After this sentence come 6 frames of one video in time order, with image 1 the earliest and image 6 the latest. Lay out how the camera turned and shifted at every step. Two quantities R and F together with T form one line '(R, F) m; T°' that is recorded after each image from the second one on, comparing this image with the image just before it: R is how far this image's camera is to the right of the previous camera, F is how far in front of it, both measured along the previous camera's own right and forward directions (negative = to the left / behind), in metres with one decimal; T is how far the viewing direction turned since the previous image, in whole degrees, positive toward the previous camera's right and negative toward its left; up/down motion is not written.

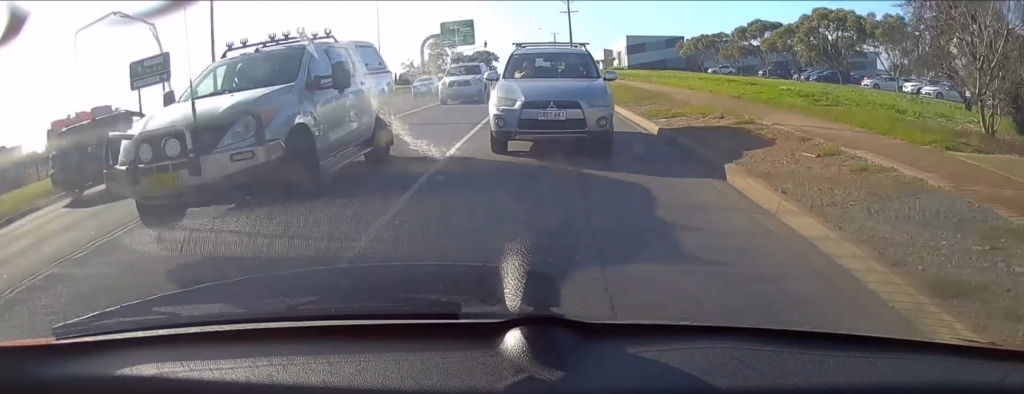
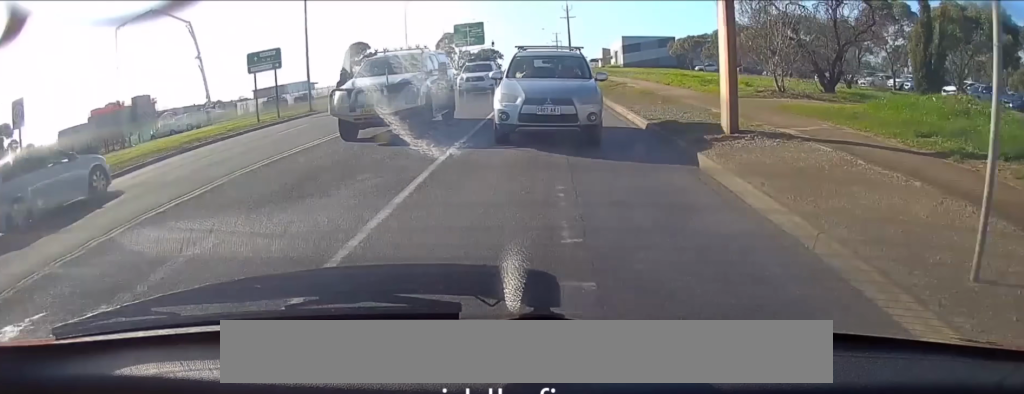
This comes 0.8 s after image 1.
(0.0, +11.4) m; 0°
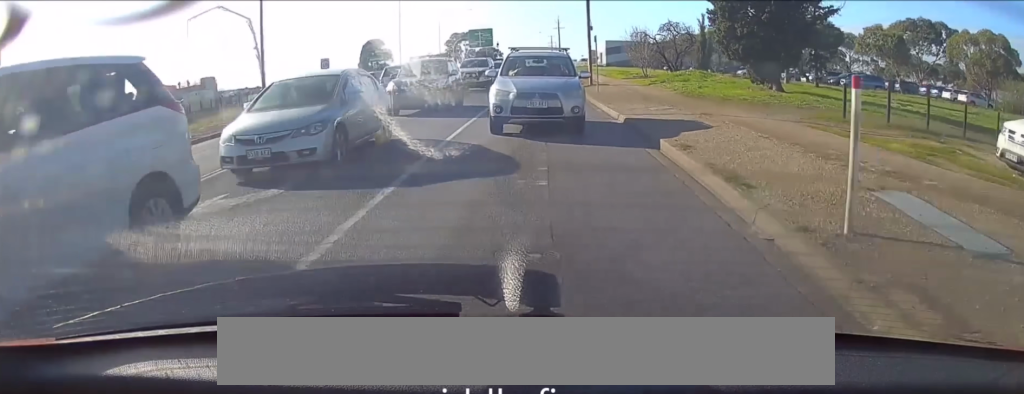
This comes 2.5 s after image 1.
(-0.4, +26.3) m; -1°
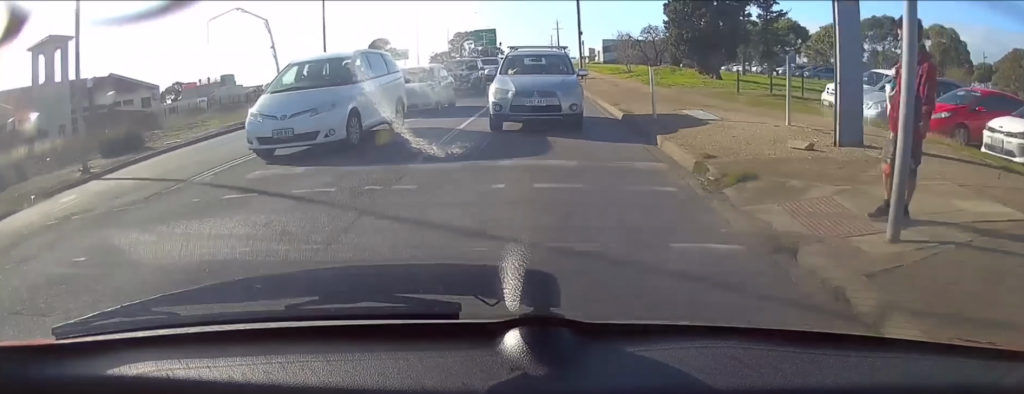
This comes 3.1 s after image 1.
(+0.1, +8.5) m; 0°
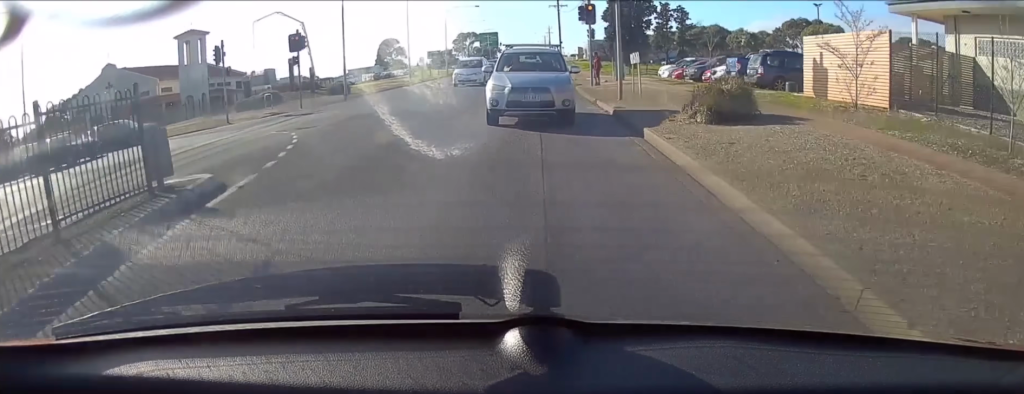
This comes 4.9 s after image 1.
(-0.1, +27.3) m; 0°
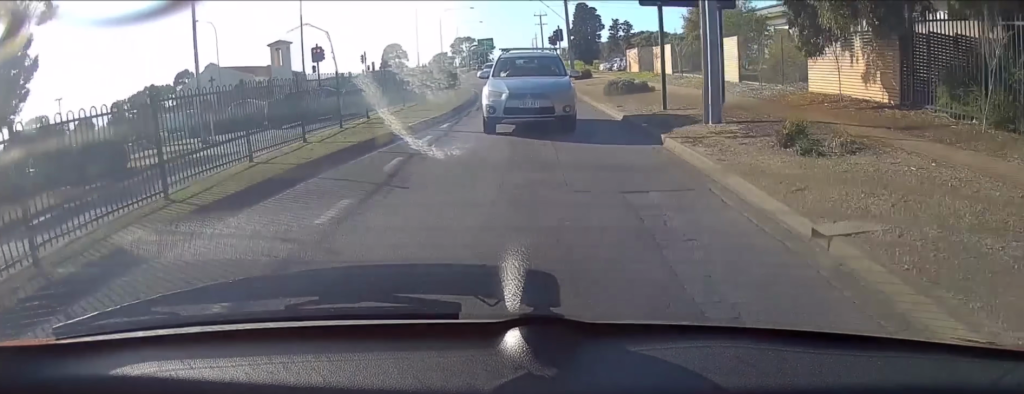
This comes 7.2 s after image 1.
(+0.7, +33.5) m; +2°
